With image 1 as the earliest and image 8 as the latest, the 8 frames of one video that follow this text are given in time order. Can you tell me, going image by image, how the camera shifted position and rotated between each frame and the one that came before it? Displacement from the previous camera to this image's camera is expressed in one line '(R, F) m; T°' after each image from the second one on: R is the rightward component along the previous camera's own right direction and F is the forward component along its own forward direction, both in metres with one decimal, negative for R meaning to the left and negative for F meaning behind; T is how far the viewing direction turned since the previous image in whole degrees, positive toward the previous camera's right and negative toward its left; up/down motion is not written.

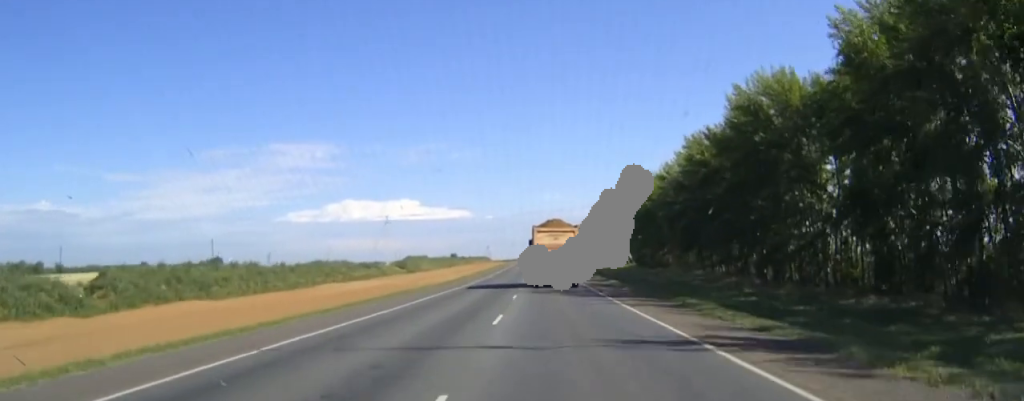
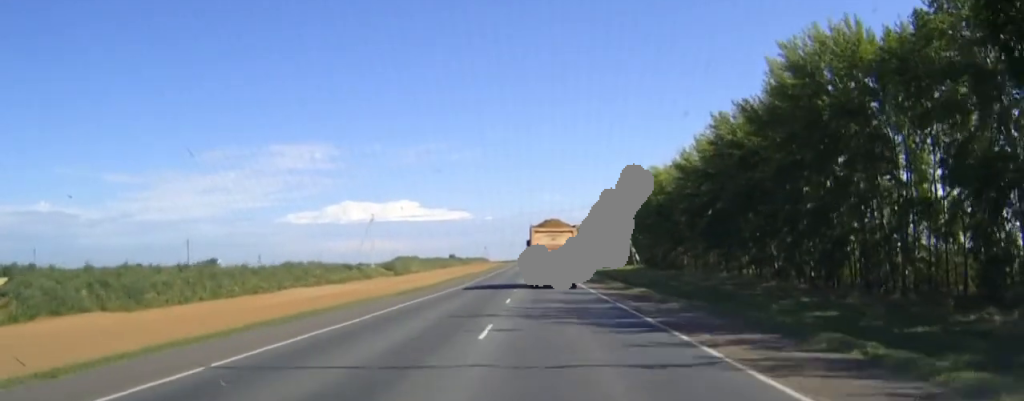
(0.0, +15.0) m; 0°
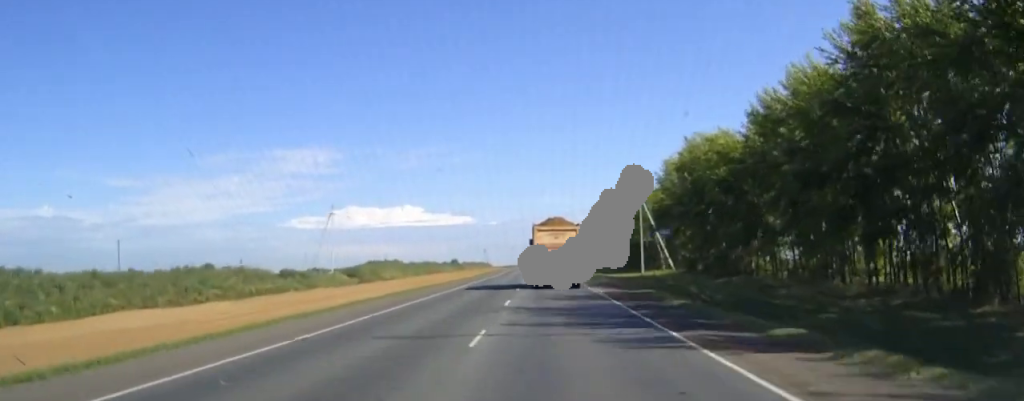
(-0.1, +37.9) m; 0°
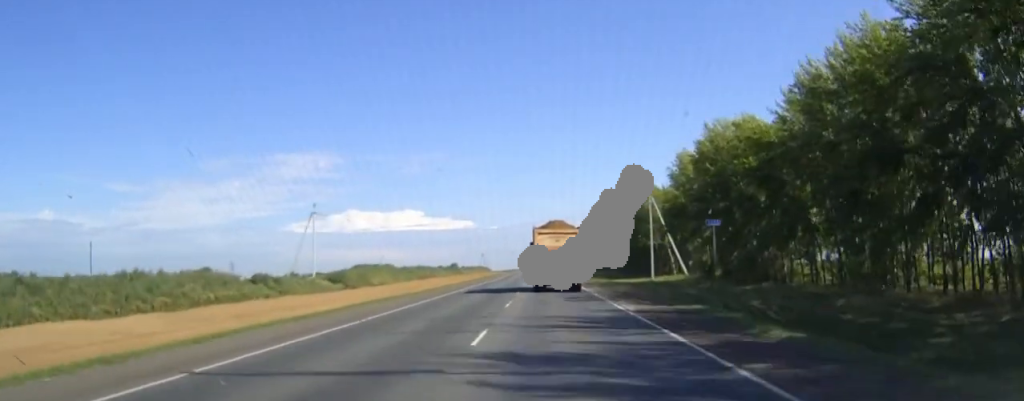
(0.0, +11.5) m; 0°
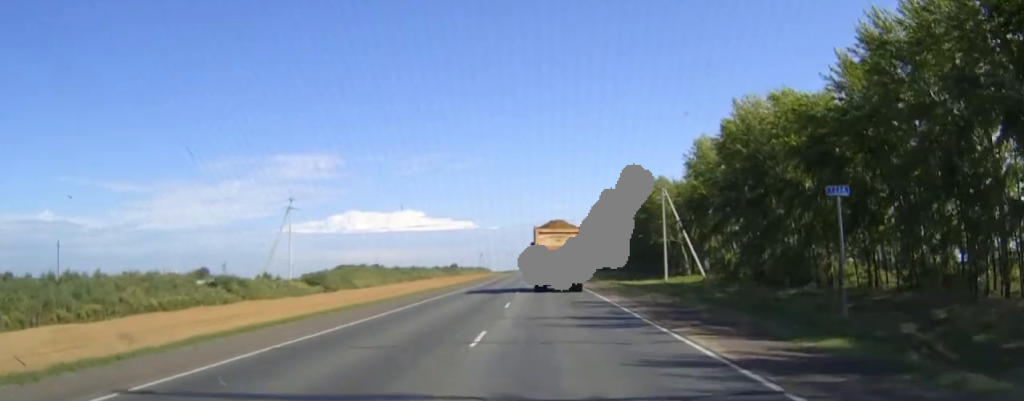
(0.0, +12.3) m; 0°
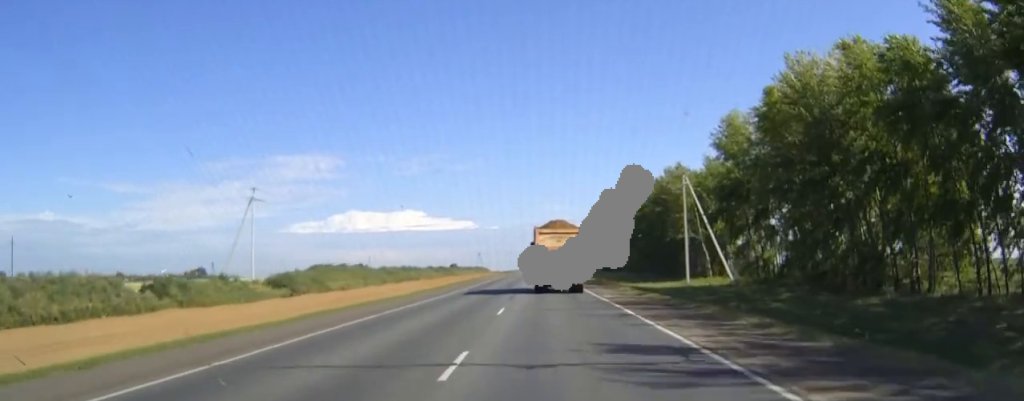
(0.0, +15.5) m; 0°
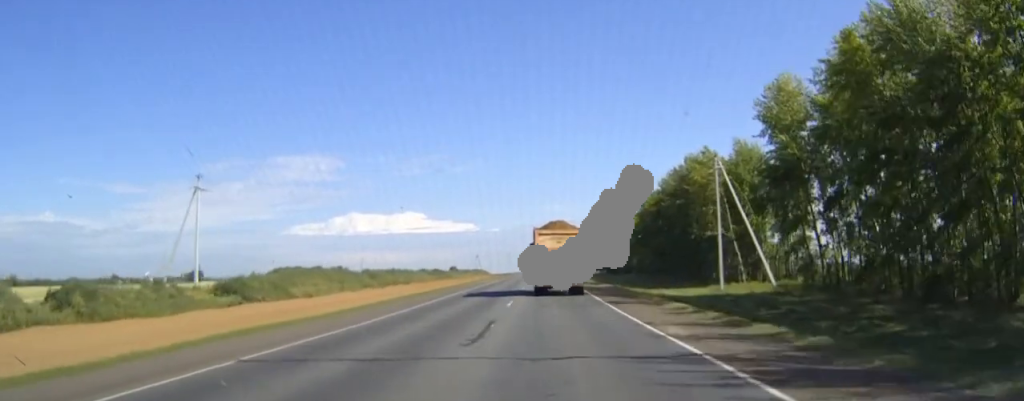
(0.0, +17.1) m; 0°
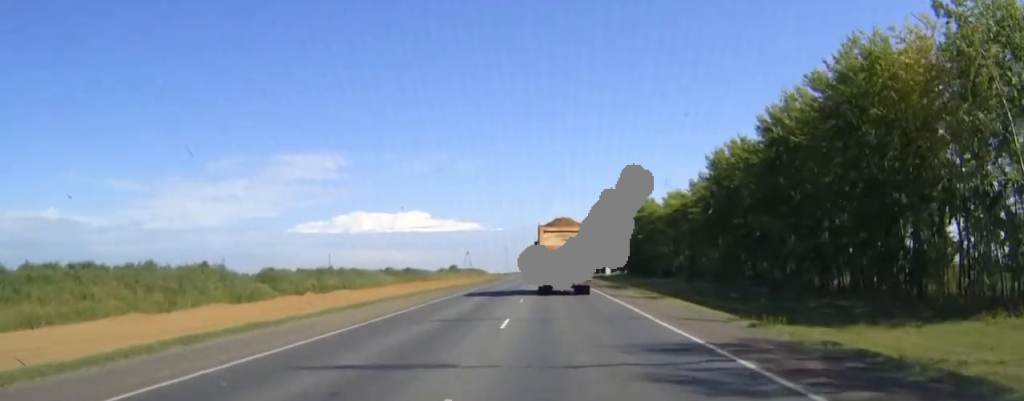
(-0.3, +58.9) m; 0°
